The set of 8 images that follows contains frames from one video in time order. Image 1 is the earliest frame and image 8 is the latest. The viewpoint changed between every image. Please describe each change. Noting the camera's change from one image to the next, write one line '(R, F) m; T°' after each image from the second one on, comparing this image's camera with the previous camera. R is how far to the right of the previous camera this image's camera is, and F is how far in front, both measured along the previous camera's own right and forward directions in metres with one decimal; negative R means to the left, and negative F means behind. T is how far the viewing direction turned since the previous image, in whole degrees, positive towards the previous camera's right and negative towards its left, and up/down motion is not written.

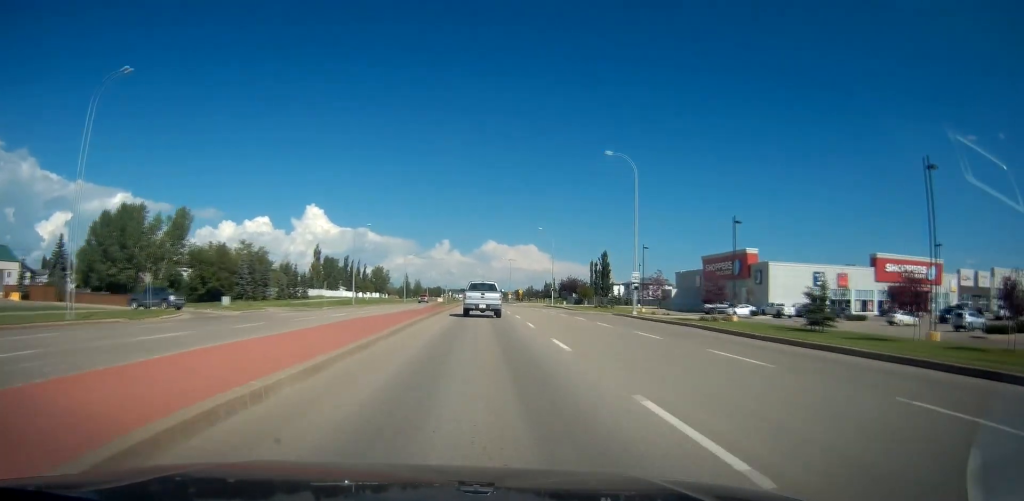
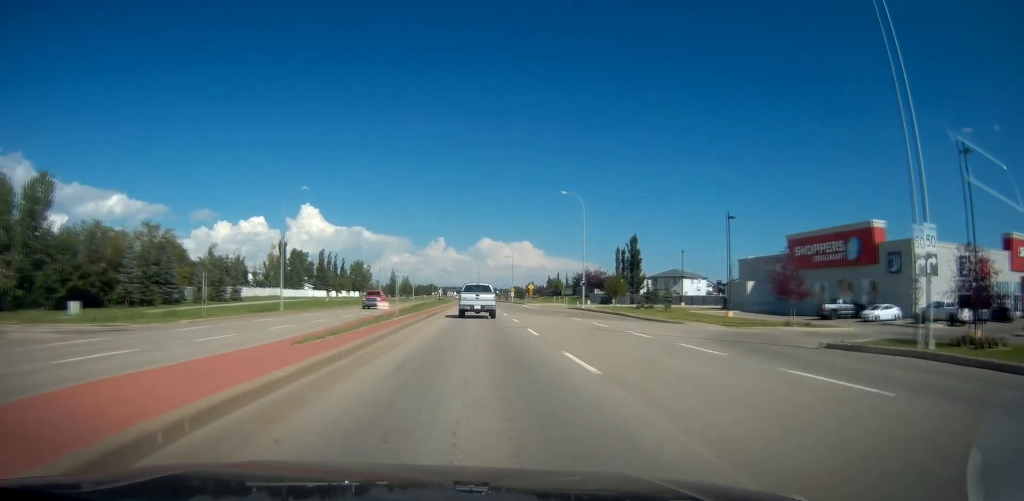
(+0.7, +30.5) m; +1°
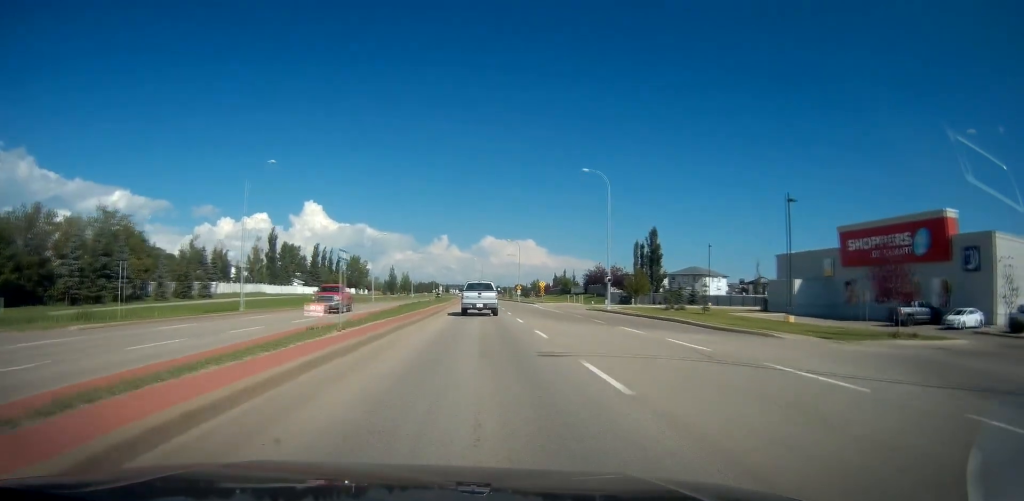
(0.0, +10.9) m; 0°
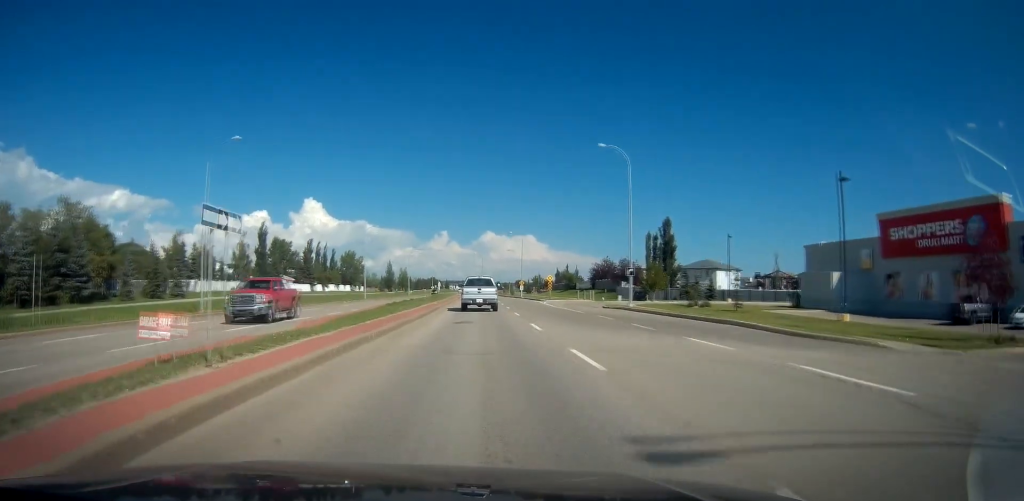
(+0.1, +7.5) m; -1°
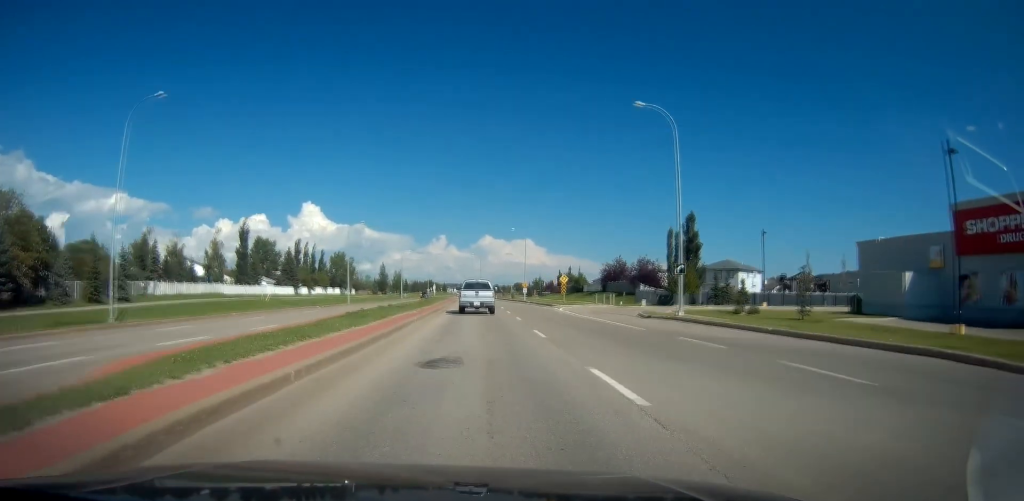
(-0.2, +11.4) m; 0°
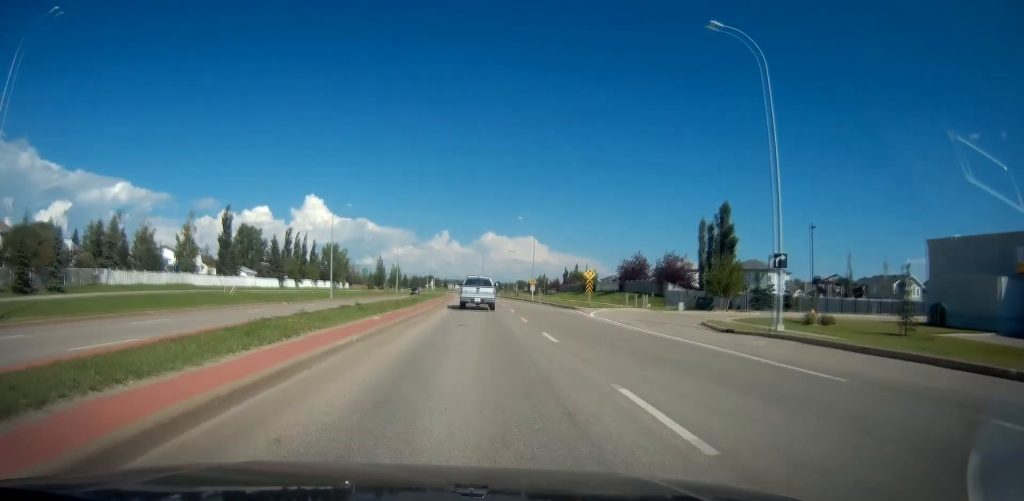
(-0.1, +11.4) m; 0°
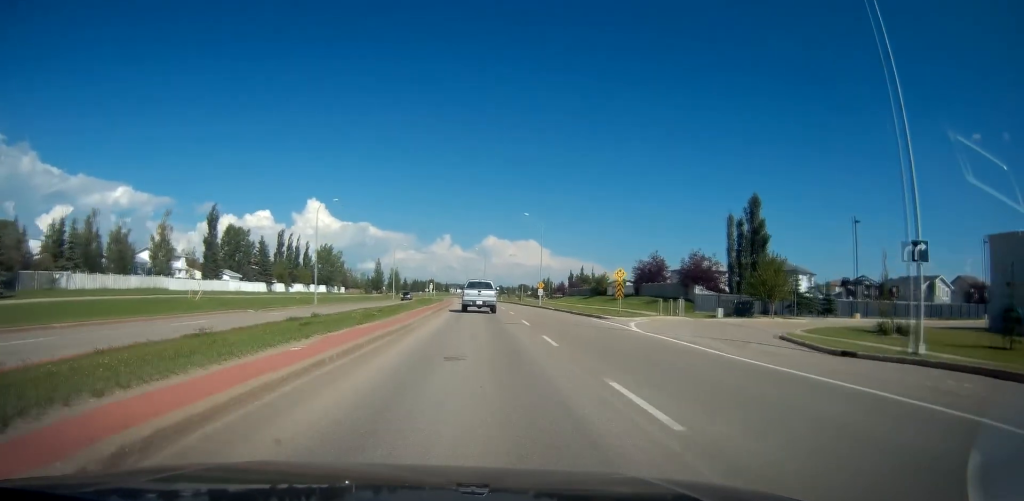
(+0.2, +8.5) m; +1°
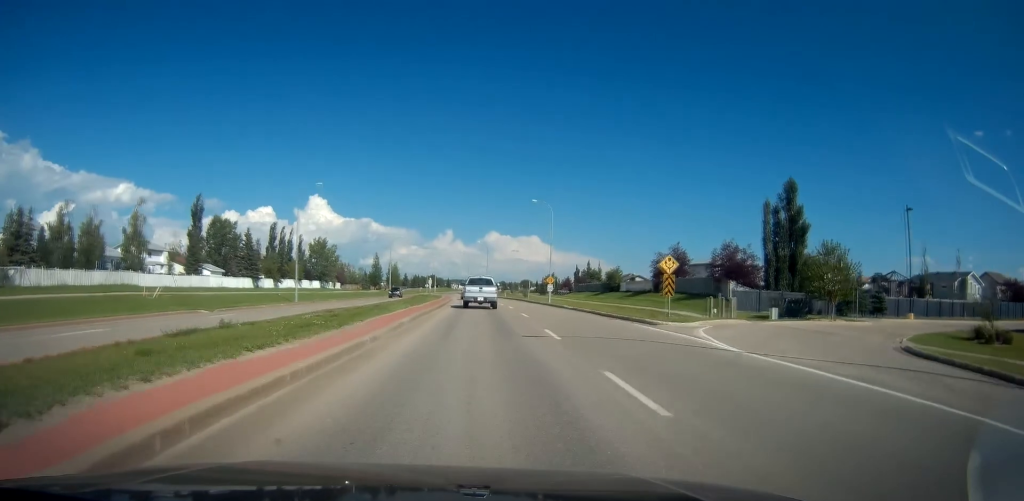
(0.0, +8.4) m; 0°
